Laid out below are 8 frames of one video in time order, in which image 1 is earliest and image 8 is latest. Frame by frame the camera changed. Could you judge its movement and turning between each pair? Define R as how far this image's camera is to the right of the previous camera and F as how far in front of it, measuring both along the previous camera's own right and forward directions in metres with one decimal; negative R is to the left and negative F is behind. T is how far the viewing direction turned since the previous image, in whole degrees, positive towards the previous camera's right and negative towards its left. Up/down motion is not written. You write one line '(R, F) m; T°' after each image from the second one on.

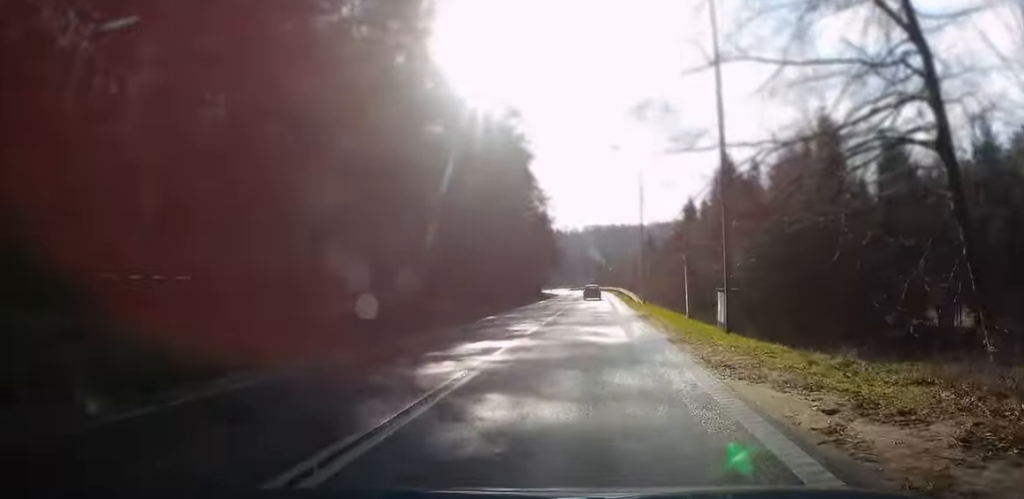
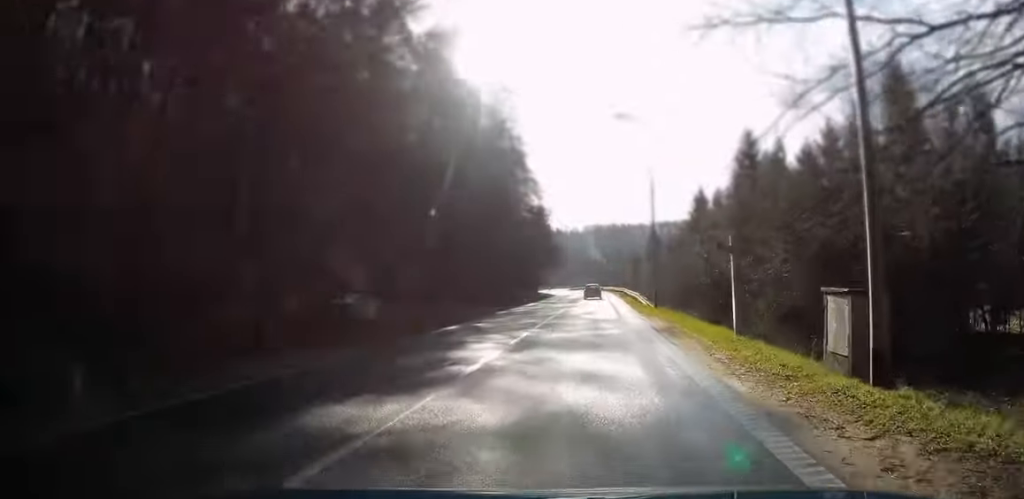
(+0.2, +9.5) m; +1°
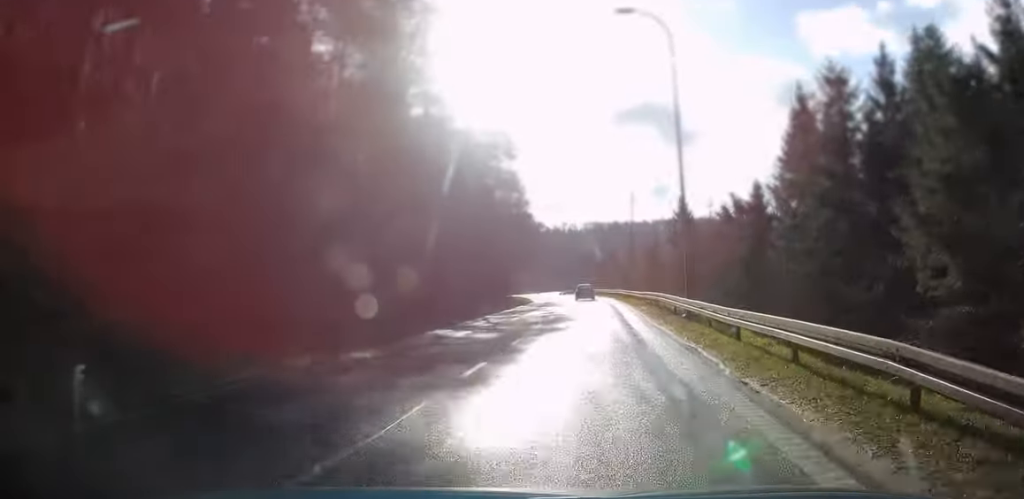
(+0.2, +42.7) m; -1°
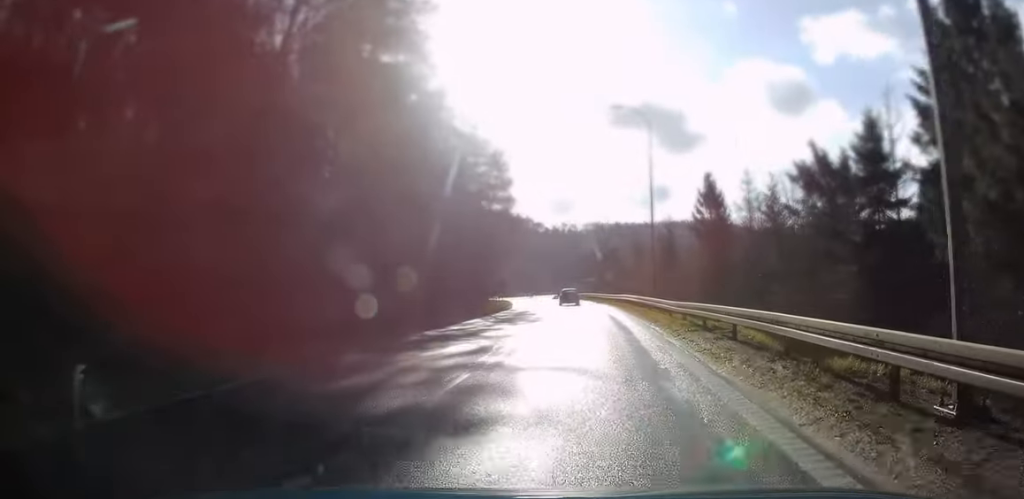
(-0.3, +20.1) m; -1°
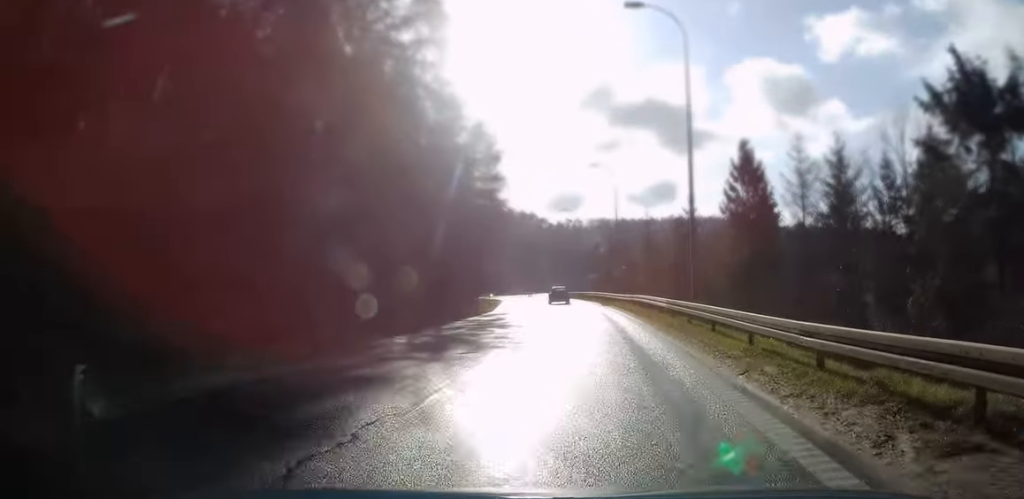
(0.0, +13.8) m; 0°
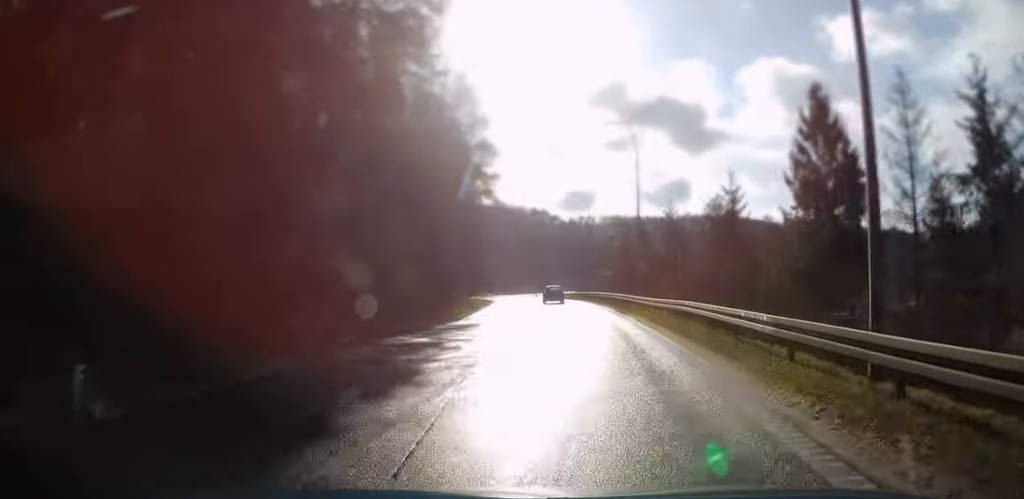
(0.0, +14.3) m; -1°
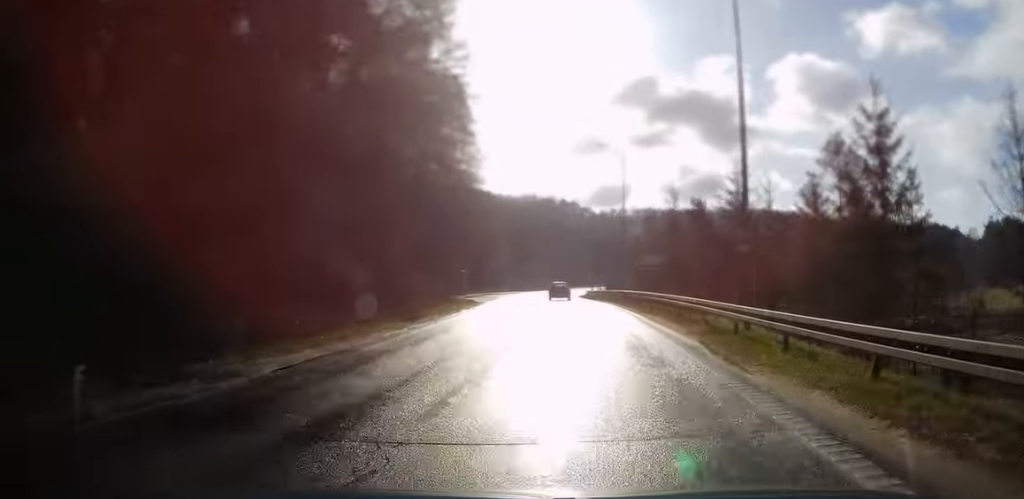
(-0.9, +22.4) m; -4°
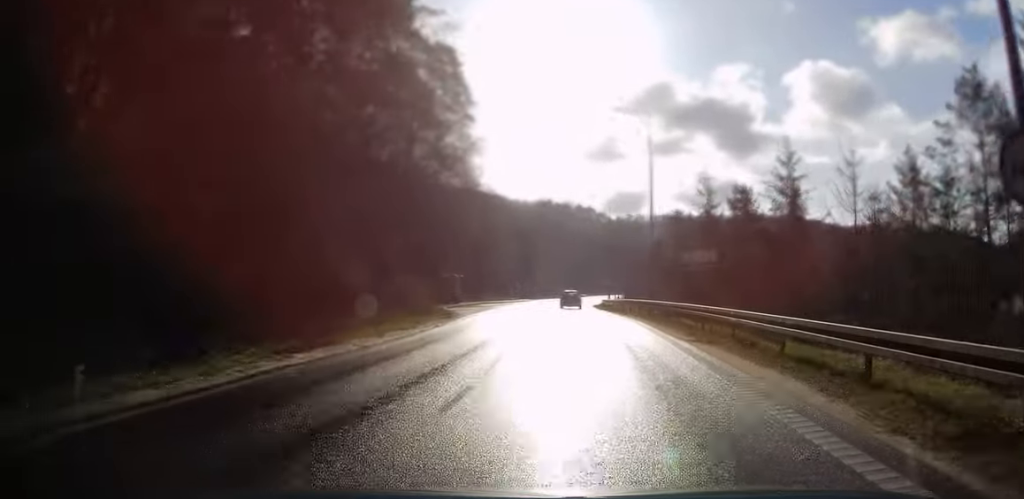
(-0.1, +11.4) m; -1°
